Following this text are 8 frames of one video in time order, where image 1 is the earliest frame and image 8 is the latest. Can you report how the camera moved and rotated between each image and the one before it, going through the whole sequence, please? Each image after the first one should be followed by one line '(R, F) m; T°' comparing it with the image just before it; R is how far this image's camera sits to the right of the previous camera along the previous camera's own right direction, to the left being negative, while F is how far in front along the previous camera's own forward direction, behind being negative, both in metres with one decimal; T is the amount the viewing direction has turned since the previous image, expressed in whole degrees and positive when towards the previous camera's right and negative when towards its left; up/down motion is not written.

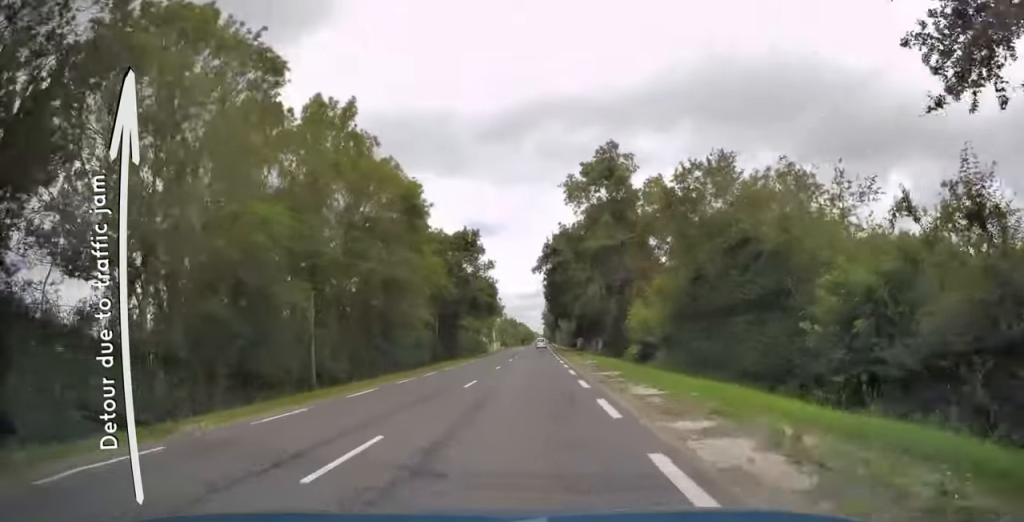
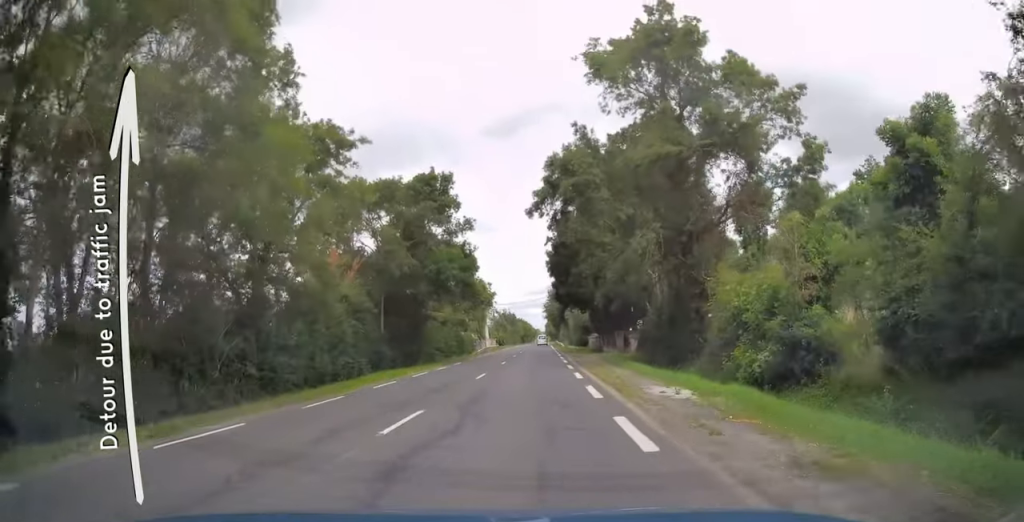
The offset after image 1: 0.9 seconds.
(0.0, +22.9) m; 0°
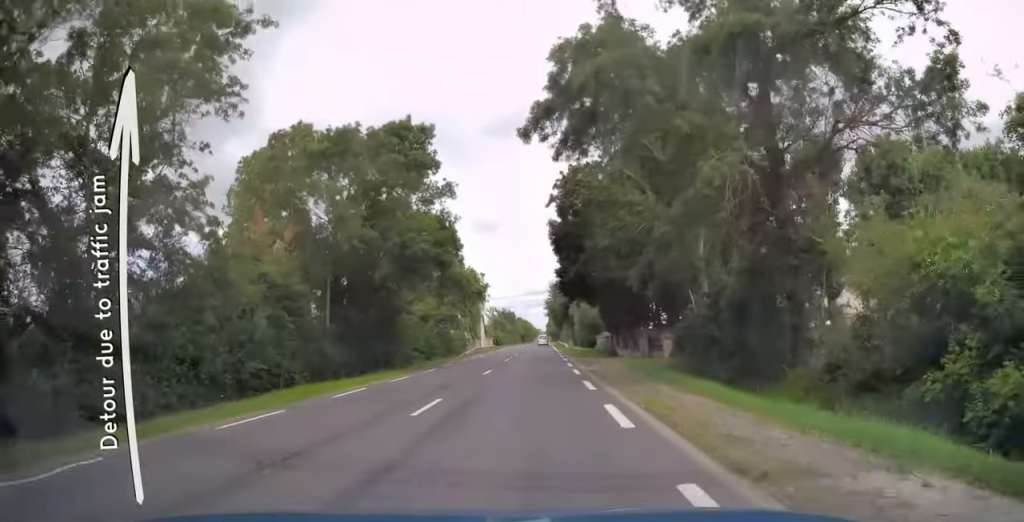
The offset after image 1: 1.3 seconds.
(0.0, +11.0) m; 0°
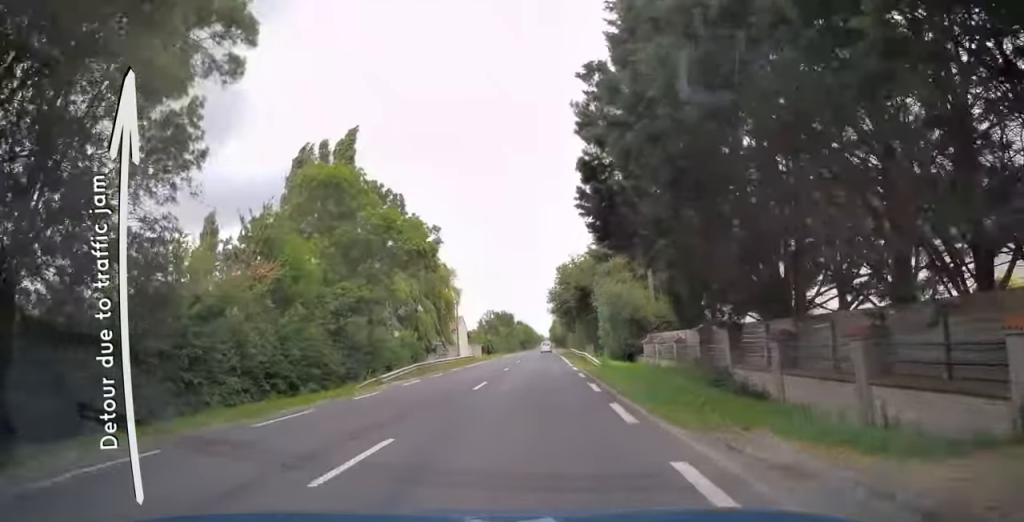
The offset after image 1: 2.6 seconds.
(-0.1, +31.3) m; 0°
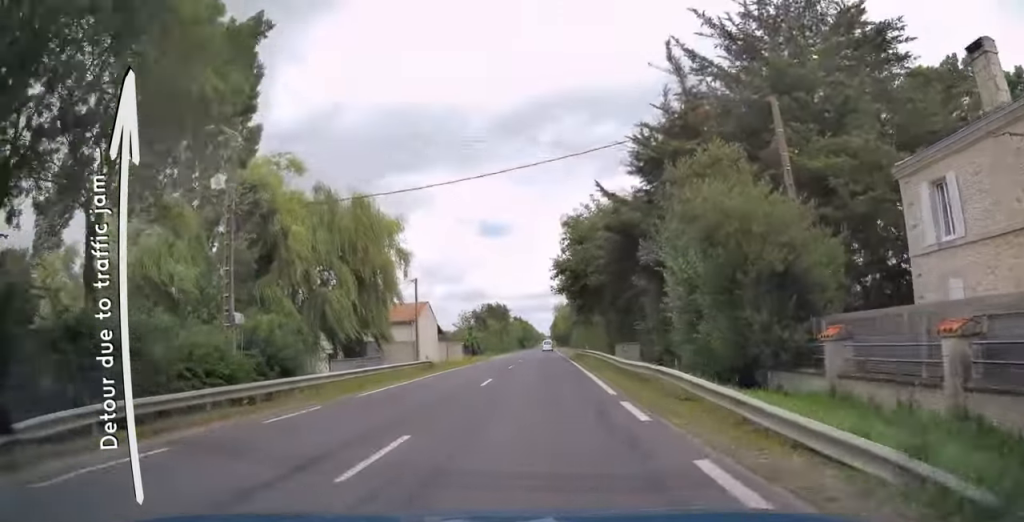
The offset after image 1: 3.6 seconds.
(0.0, +25.6) m; 0°
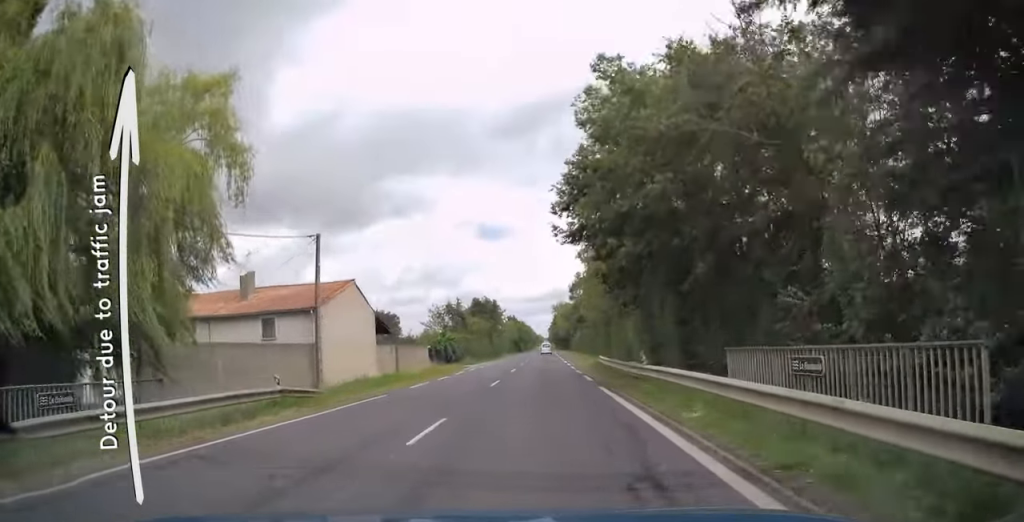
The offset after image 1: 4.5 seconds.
(0.0, +23.2) m; 0°
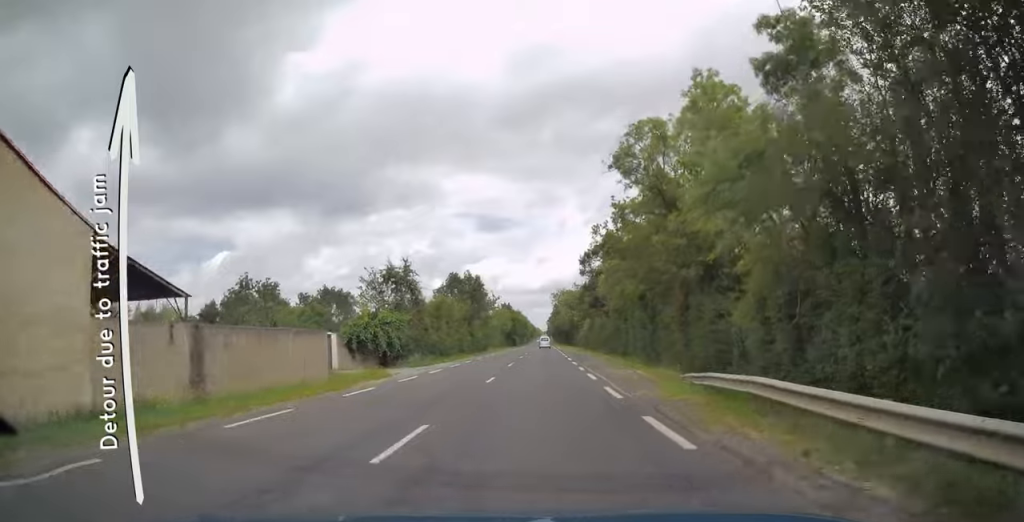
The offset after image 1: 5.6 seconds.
(+0.1, +27.9) m; 0°
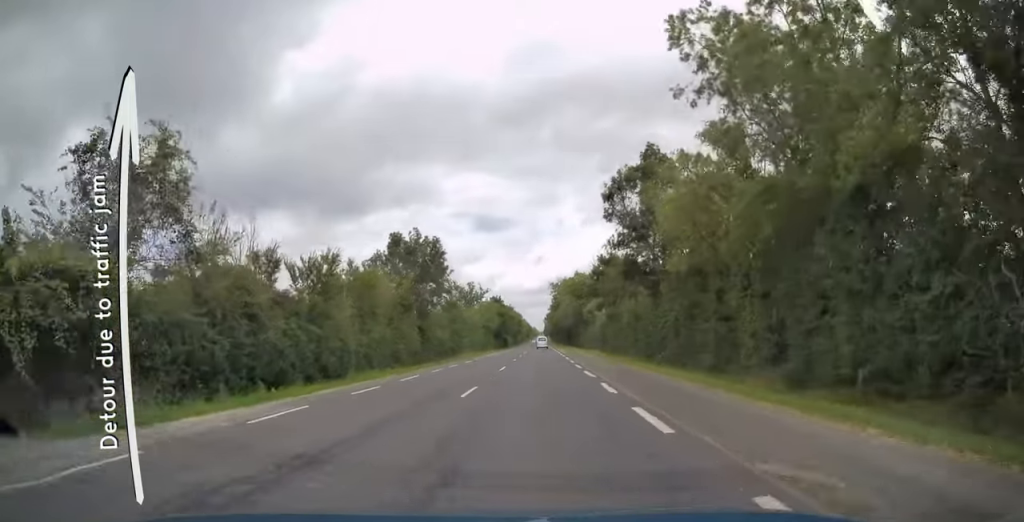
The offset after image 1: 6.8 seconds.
(0.0, +31.4) m; 0°
